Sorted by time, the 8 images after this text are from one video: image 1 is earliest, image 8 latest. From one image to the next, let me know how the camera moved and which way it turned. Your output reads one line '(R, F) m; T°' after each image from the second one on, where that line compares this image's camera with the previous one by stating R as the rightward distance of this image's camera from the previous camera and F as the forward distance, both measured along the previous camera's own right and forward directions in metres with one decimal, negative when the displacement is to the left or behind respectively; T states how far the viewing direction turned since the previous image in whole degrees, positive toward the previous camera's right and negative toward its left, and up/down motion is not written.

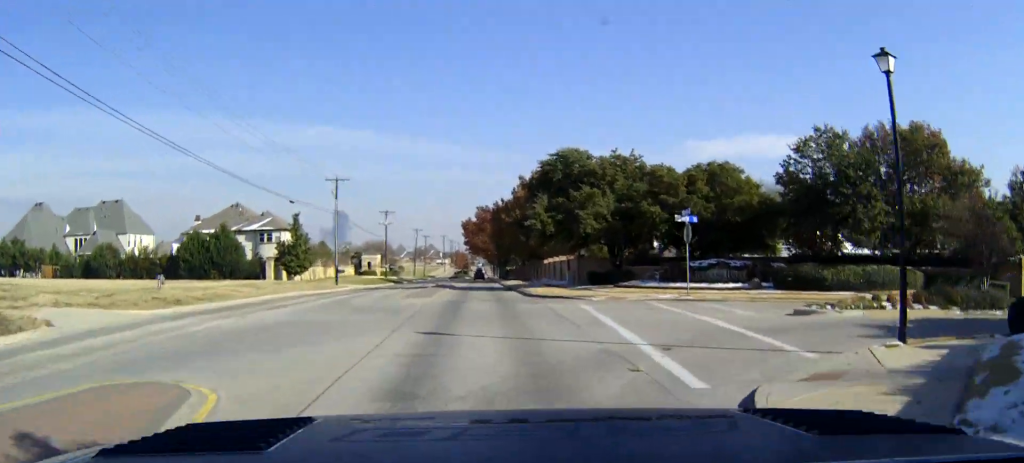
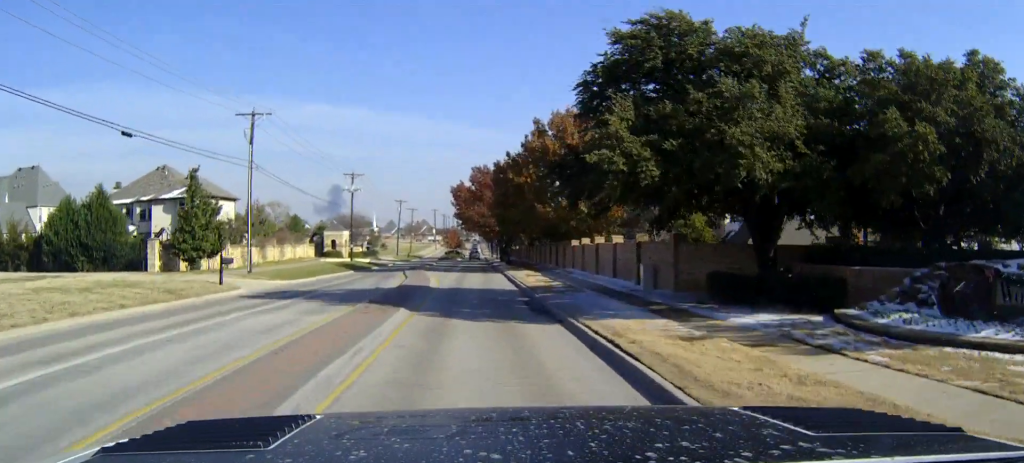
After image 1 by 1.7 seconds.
(+0.1, +29.1) m; 0°
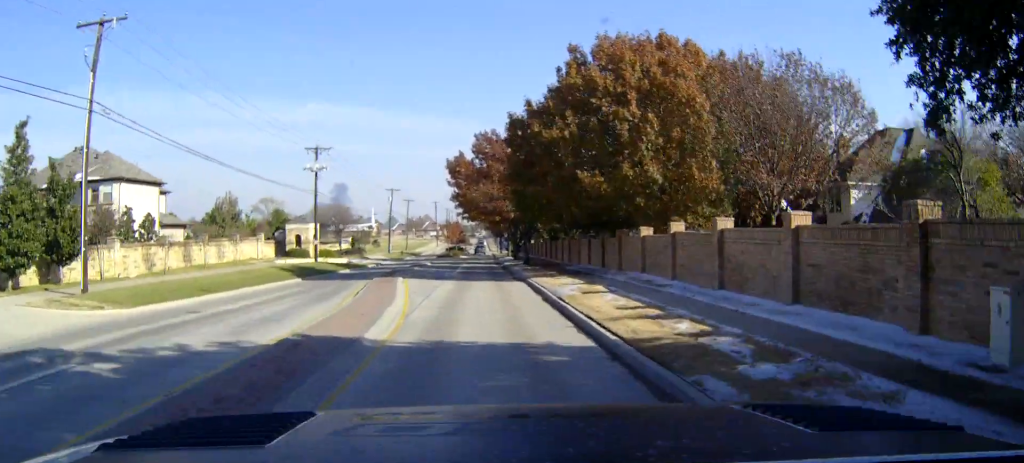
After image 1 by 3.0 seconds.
(0.0, +24.8) m; 0°
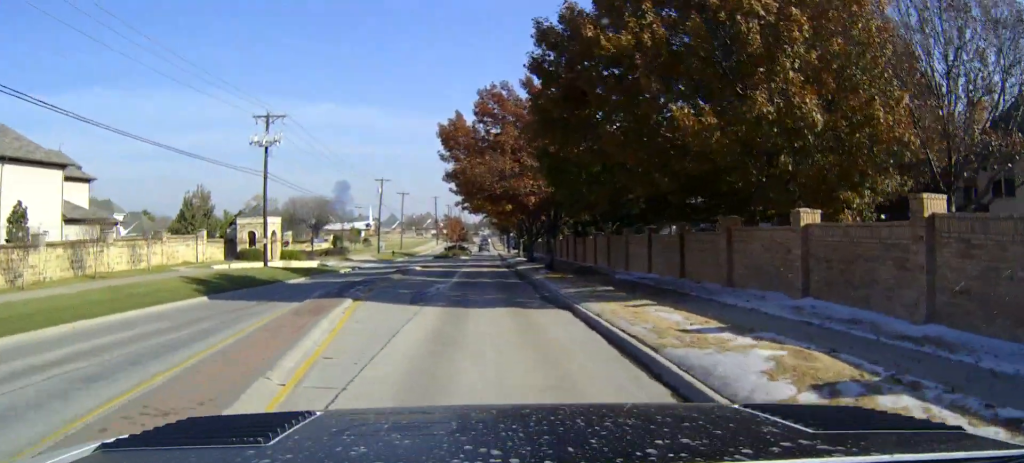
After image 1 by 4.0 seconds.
(0.0, +19.6) m; 0°
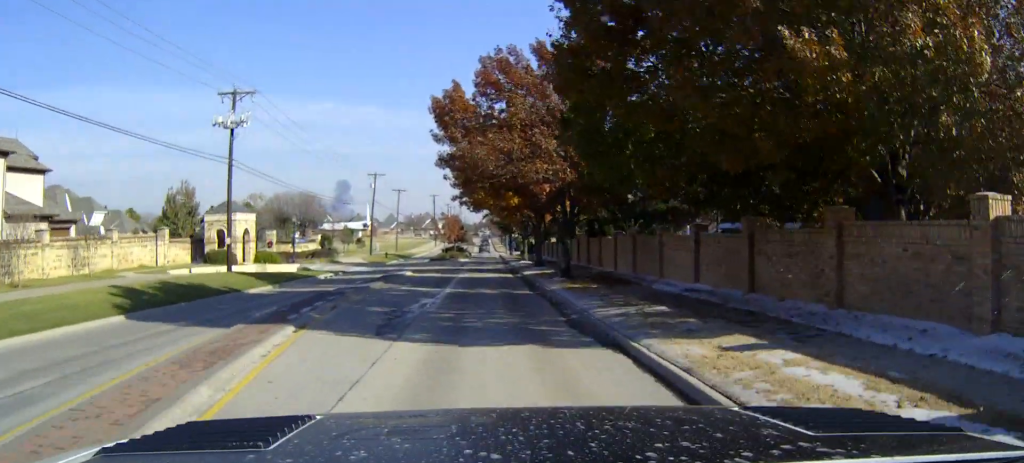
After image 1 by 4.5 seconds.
(0.0, +8.3) m; 0°
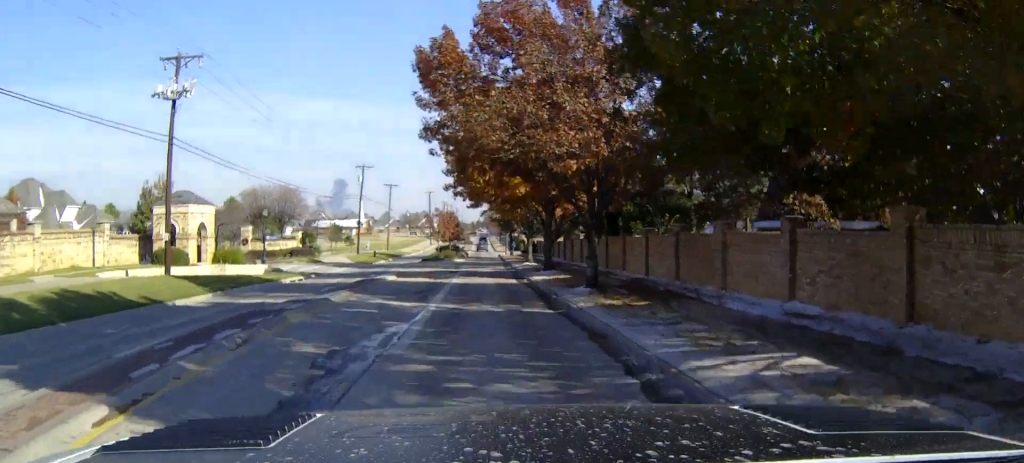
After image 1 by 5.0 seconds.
(+0.1, +9.3) m; 0°
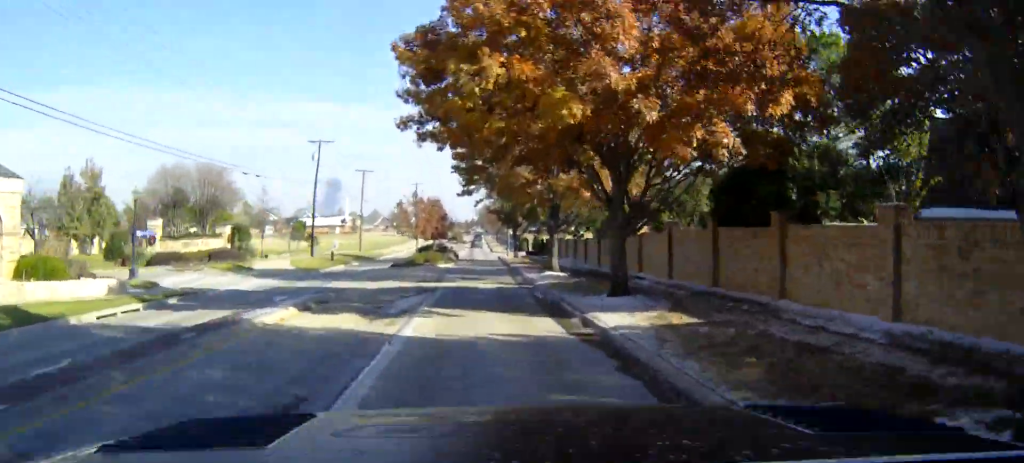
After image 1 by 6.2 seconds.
(+0.1, +23.0) m; 0°
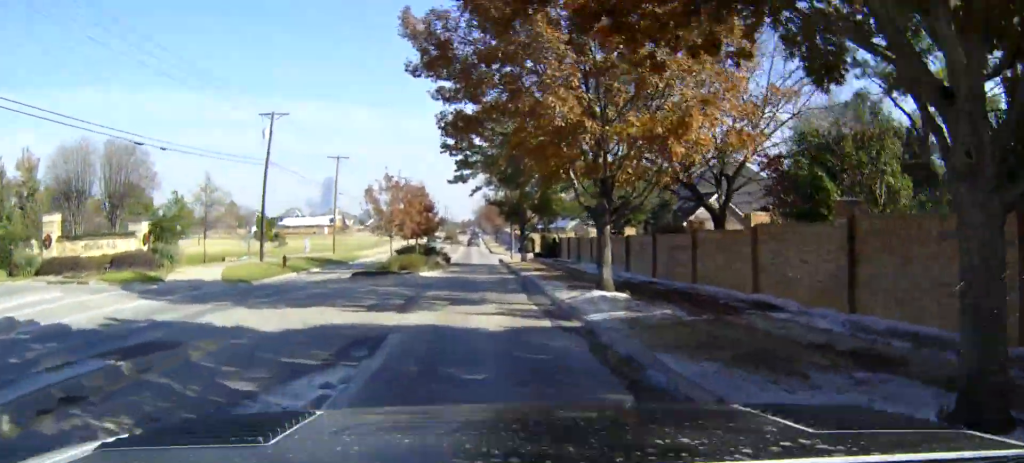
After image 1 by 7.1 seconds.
(0.0, +15.4) m; -1°
